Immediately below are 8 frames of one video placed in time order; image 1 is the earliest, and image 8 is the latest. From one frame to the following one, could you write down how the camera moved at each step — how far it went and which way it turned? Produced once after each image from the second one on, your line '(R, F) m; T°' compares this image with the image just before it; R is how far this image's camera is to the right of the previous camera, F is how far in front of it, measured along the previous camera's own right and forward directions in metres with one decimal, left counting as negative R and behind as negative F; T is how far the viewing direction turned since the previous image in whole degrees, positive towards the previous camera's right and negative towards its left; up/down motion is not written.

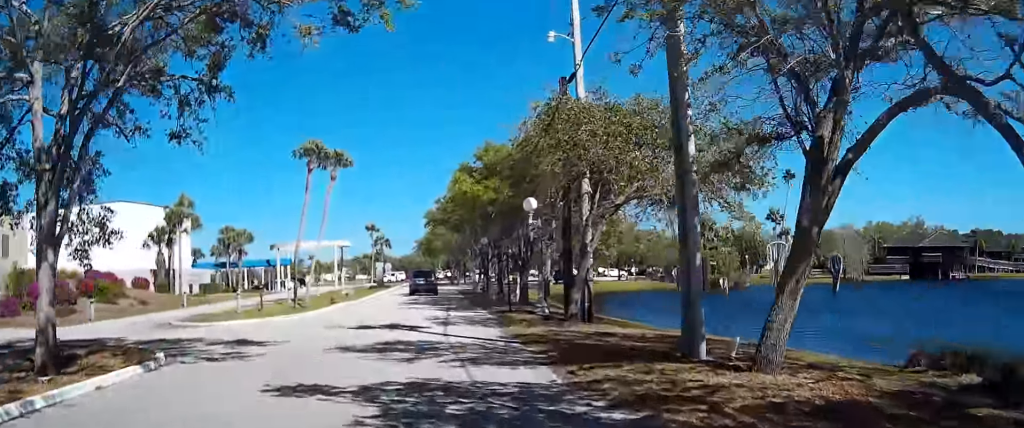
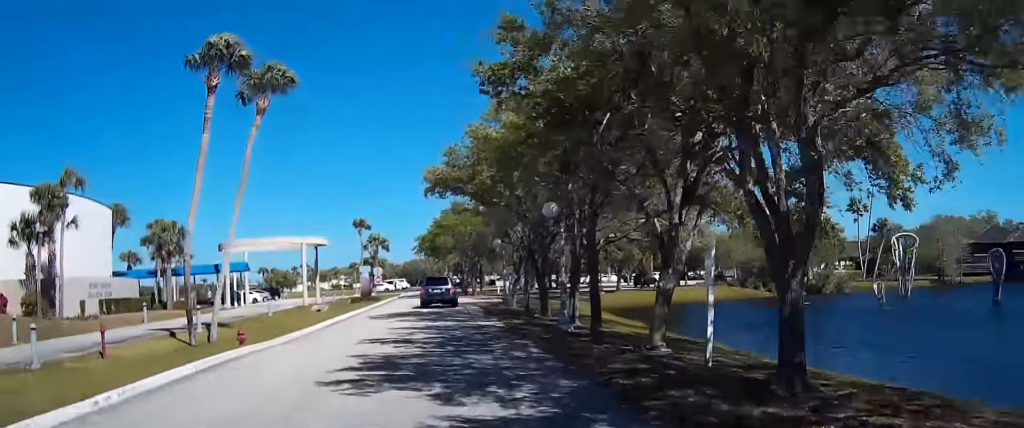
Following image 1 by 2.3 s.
(0.0, +25.2) m; 0°
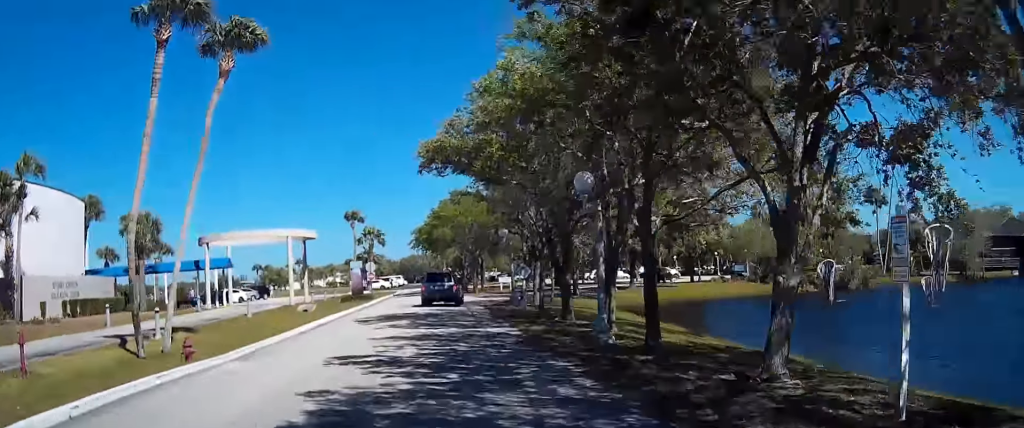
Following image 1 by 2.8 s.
(0.0, +5.5) m; 0°
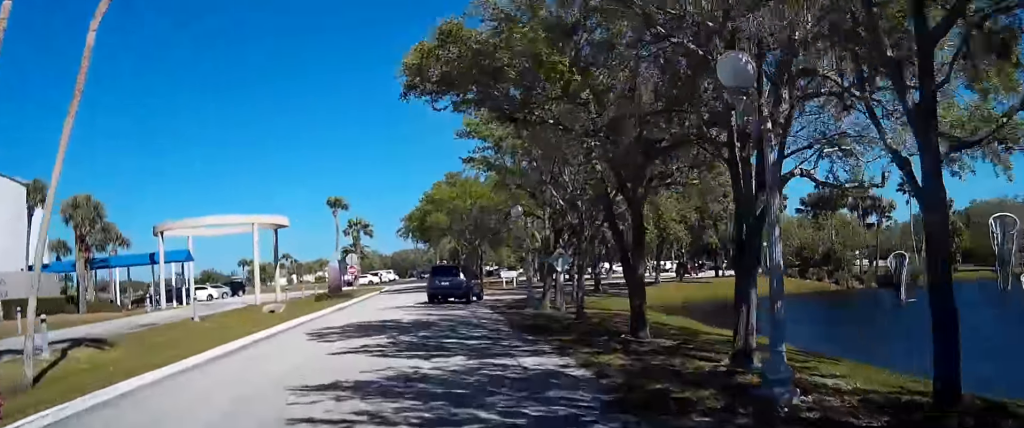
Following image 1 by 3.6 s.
(0.0, +9.4) m; 0°
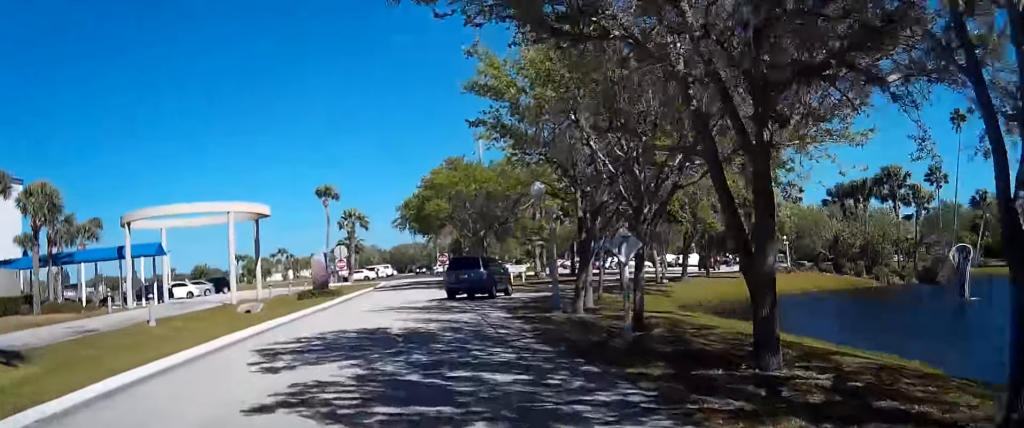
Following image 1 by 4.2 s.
(0.0, +6.0) m; 0°
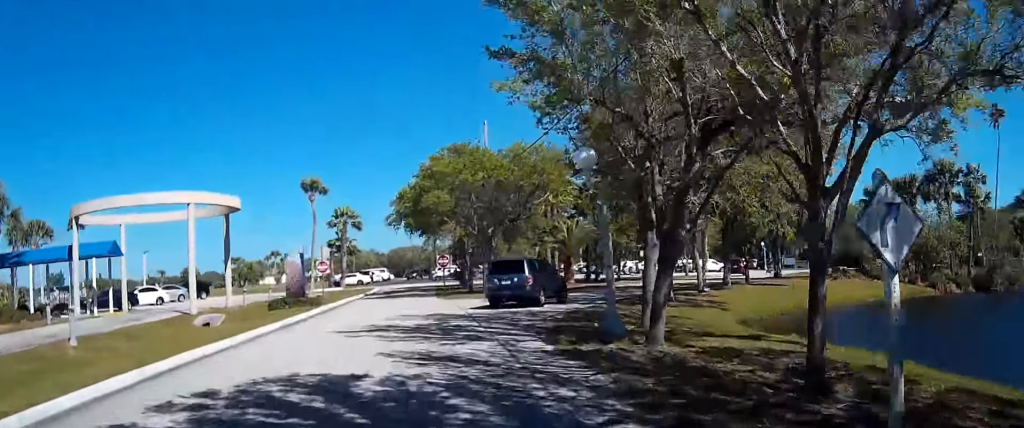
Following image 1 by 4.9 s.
(0.0, +6.9) m; 0°
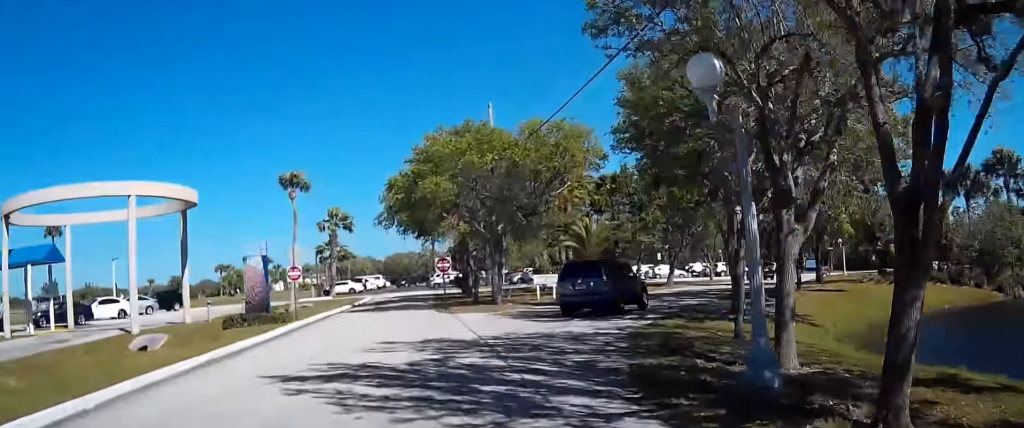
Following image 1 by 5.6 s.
(0.0, +7.4) m; +1°
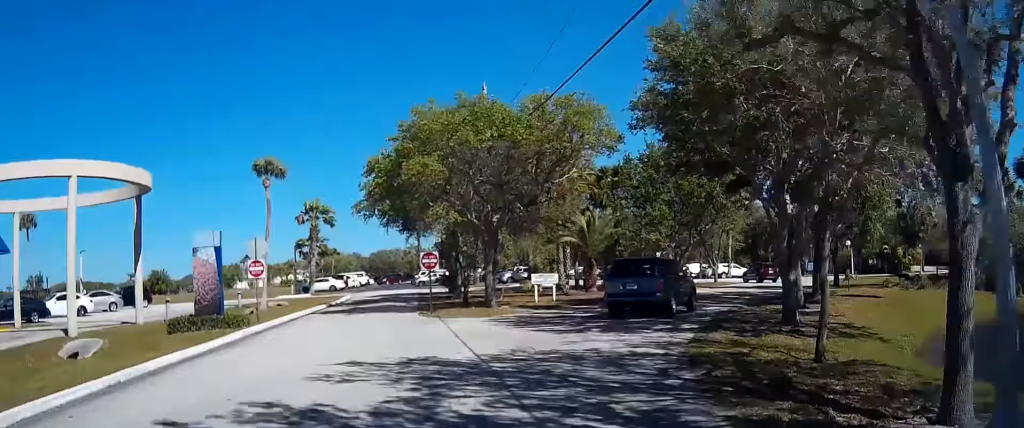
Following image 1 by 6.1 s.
(0.0, +4.5) m; +2°
